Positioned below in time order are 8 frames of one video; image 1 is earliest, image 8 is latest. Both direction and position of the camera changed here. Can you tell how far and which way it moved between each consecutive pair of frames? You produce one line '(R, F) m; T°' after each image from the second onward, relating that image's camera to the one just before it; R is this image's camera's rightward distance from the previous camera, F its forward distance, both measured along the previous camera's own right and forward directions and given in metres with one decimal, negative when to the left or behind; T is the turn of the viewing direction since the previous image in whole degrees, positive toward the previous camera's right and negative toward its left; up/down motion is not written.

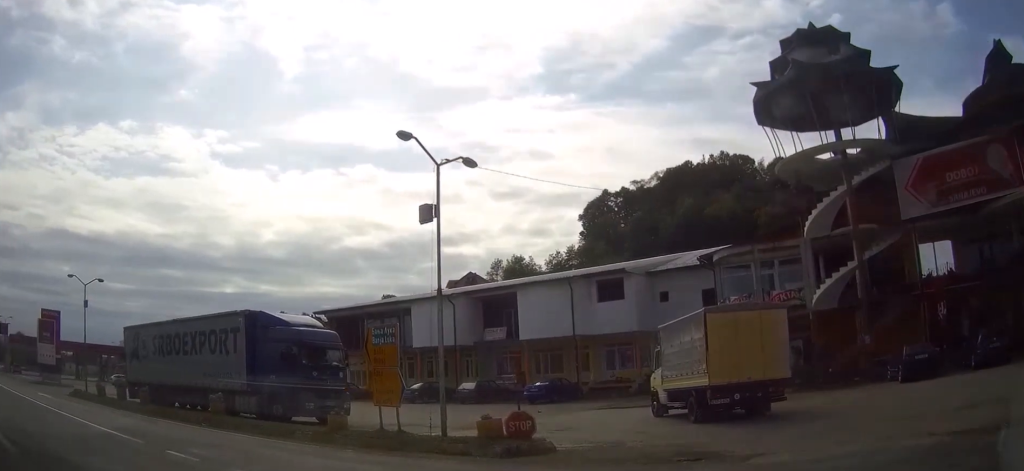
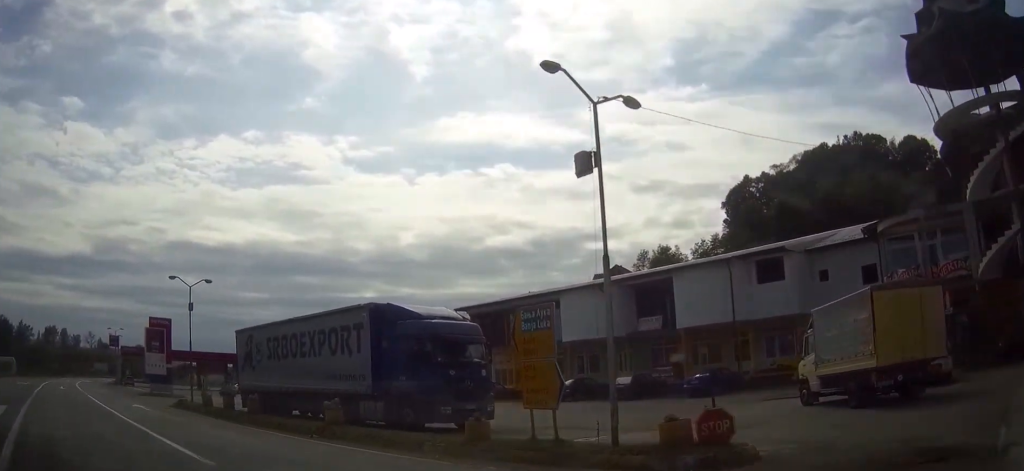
(-0.5, +3.2) m; -10°
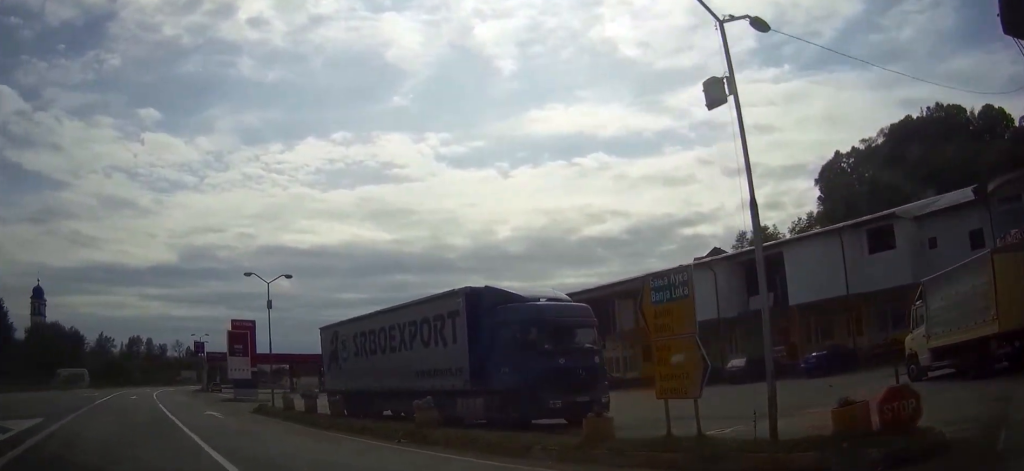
(0.0, +2.4) m; -7°
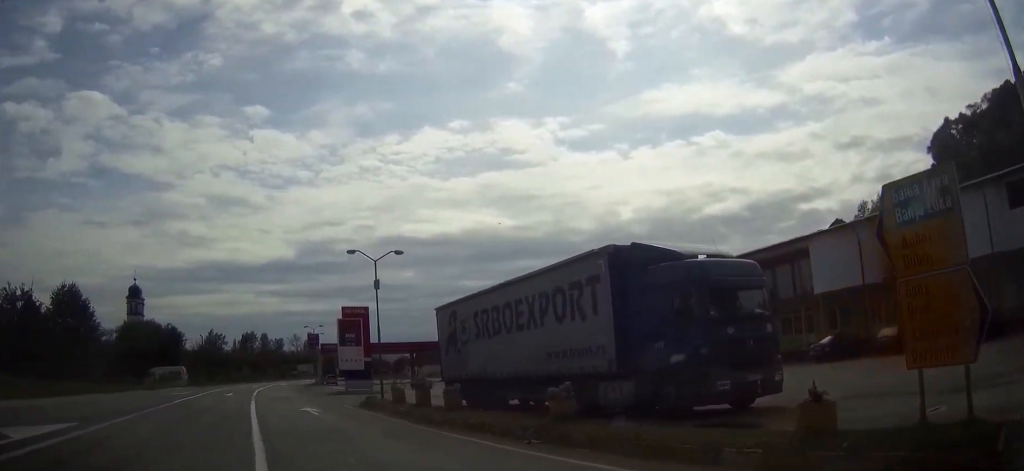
(-0.4, +3.7) m; -8°
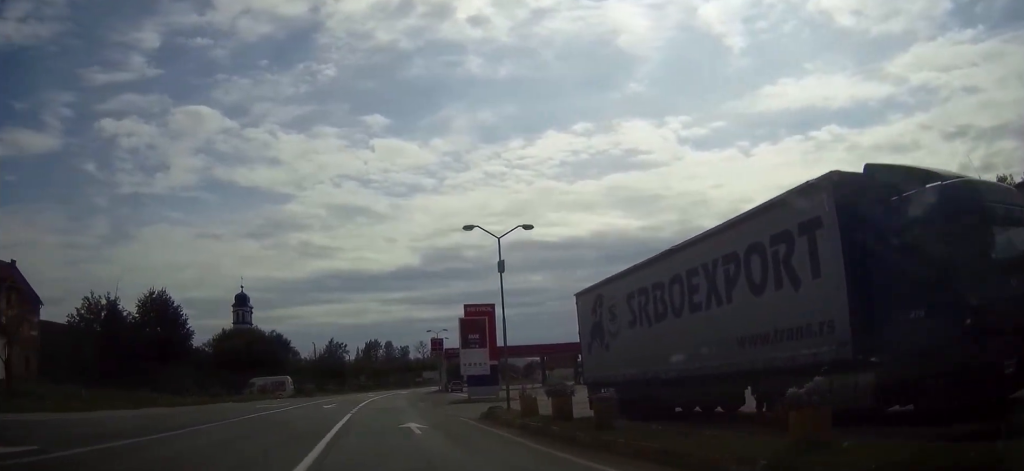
(-0.6, +6.0) m; -9°
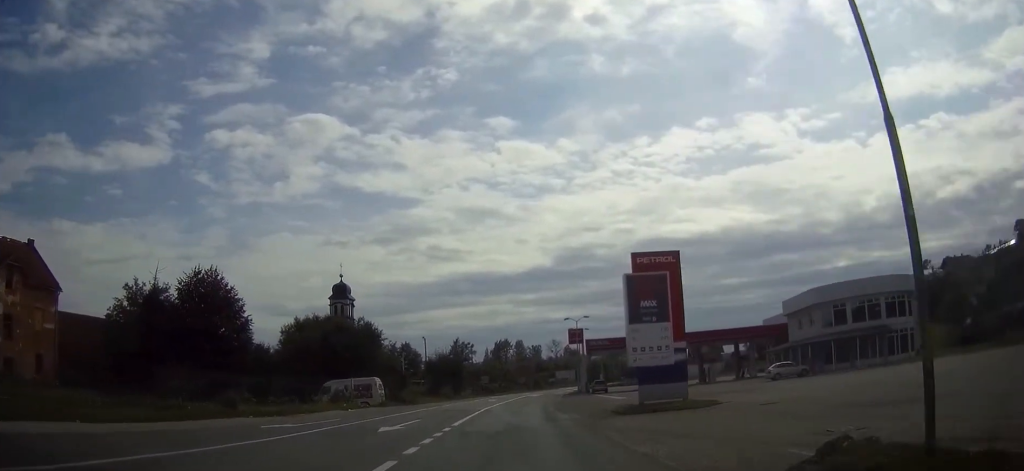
(-2.3, +18.3) m; -10°
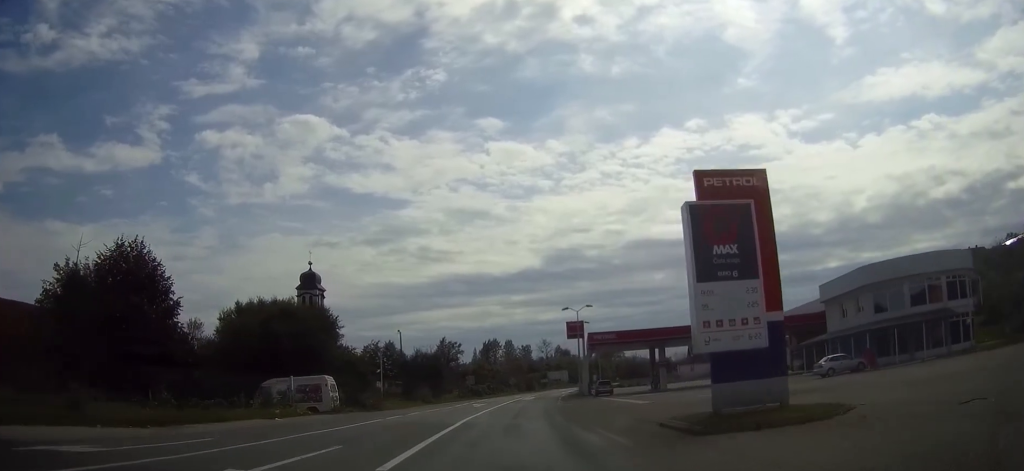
(0.0, +12.0) m; +1°
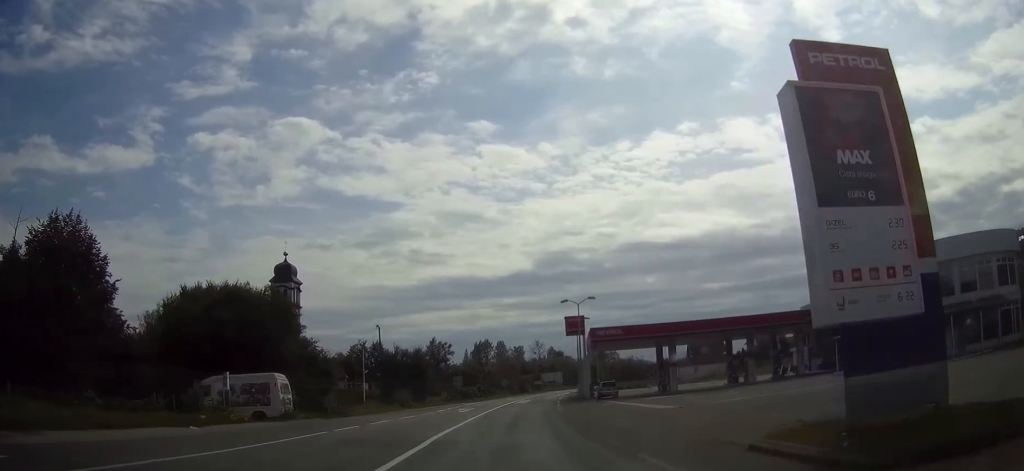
(+0.1, +7.8) m; +1°
